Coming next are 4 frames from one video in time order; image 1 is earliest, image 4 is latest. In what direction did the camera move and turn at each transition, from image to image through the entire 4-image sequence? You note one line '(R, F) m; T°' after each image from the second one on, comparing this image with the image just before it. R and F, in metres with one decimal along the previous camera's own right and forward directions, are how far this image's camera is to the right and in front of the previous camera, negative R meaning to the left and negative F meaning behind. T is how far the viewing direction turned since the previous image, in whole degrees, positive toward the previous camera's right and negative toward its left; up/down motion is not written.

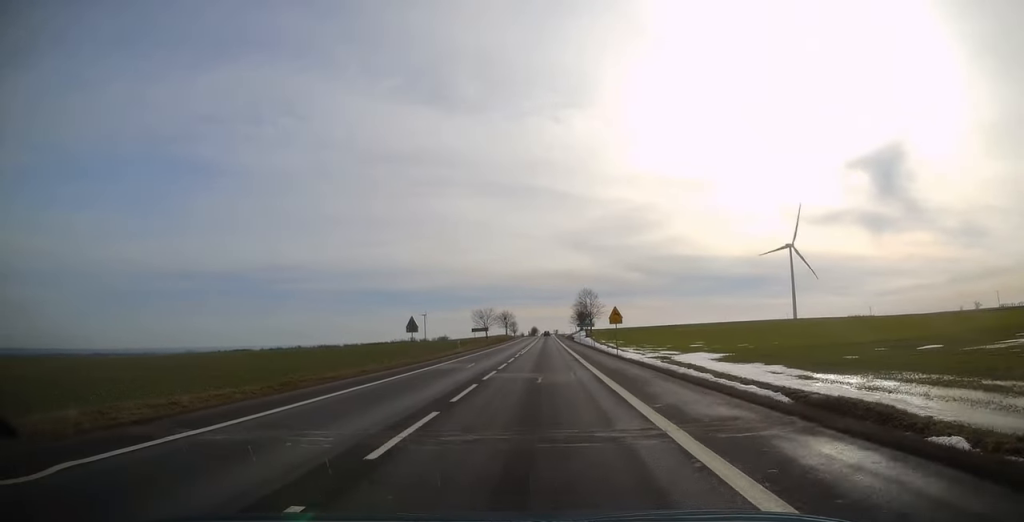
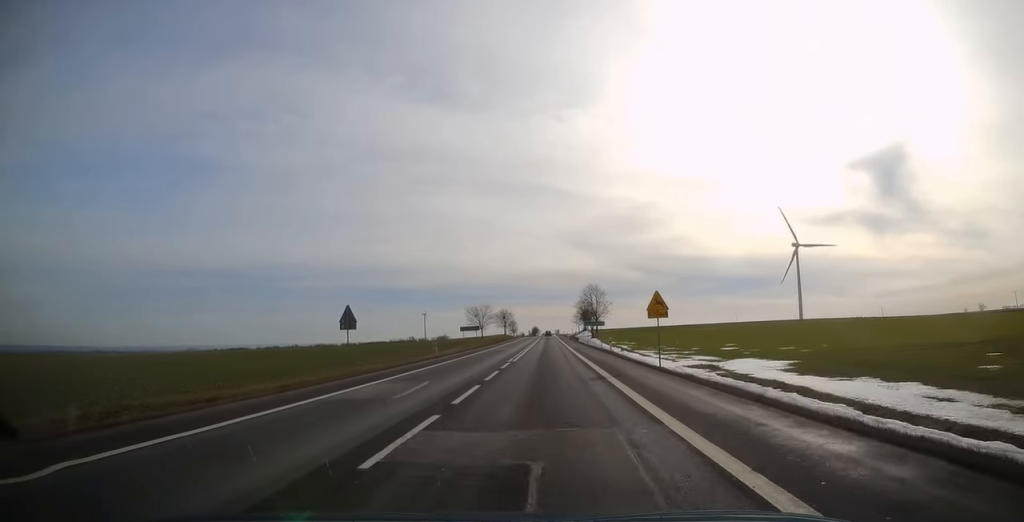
(0.0, +12.4) m; 0°
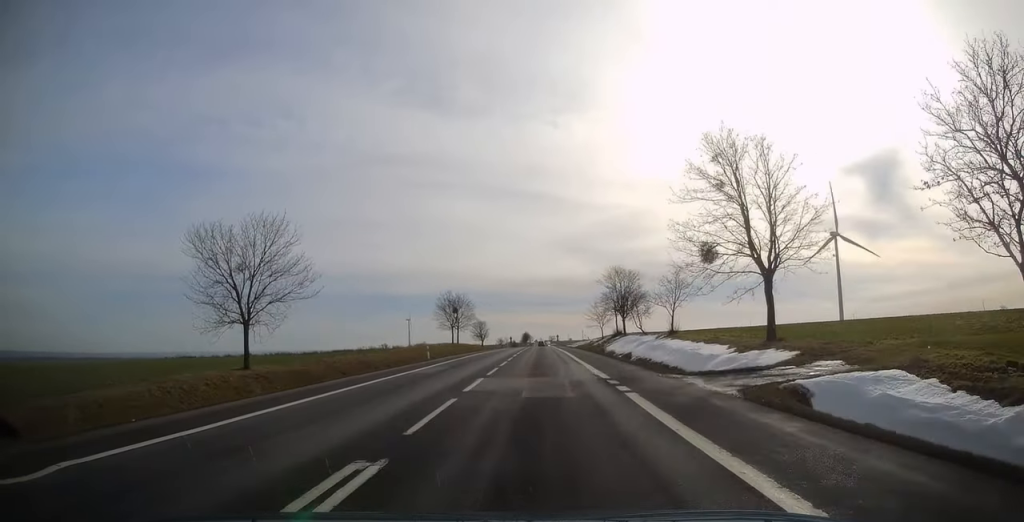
(-0.3, +98.6) m; 0°
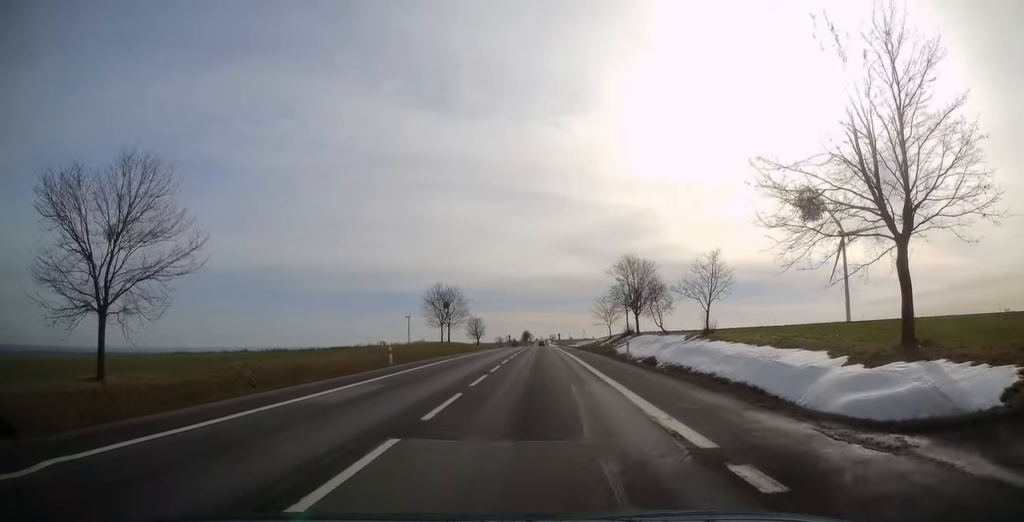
(+0.1, +10.7) m; 0°
